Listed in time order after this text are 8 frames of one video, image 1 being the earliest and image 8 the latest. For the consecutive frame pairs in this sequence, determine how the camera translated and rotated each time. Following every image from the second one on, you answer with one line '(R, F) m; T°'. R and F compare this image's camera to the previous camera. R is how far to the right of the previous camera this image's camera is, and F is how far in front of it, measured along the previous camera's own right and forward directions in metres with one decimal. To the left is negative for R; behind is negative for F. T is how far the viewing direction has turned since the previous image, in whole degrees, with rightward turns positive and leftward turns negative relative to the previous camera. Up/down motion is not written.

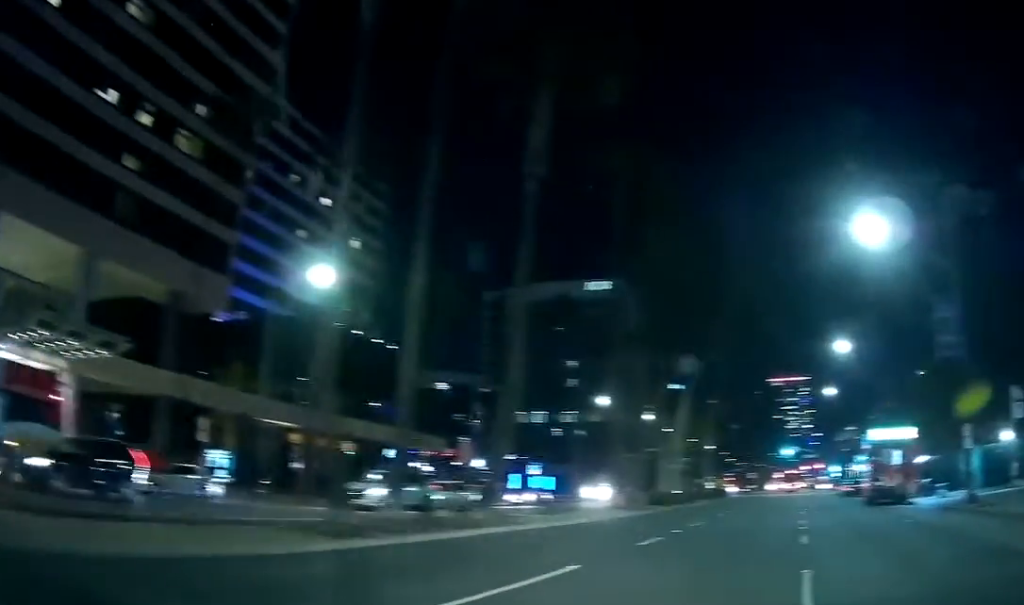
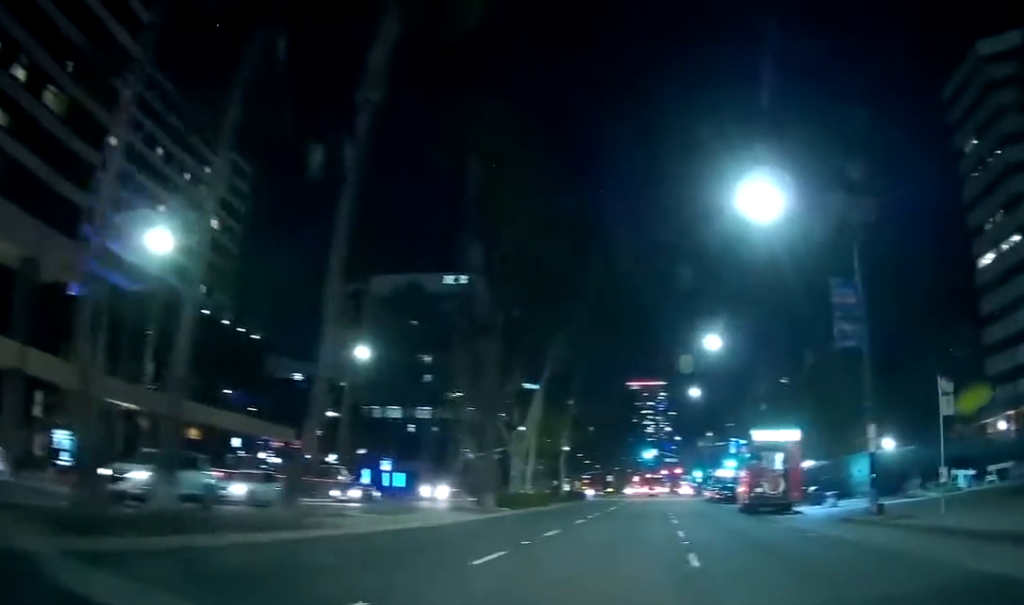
(+0.3, +3.9) m; +12°
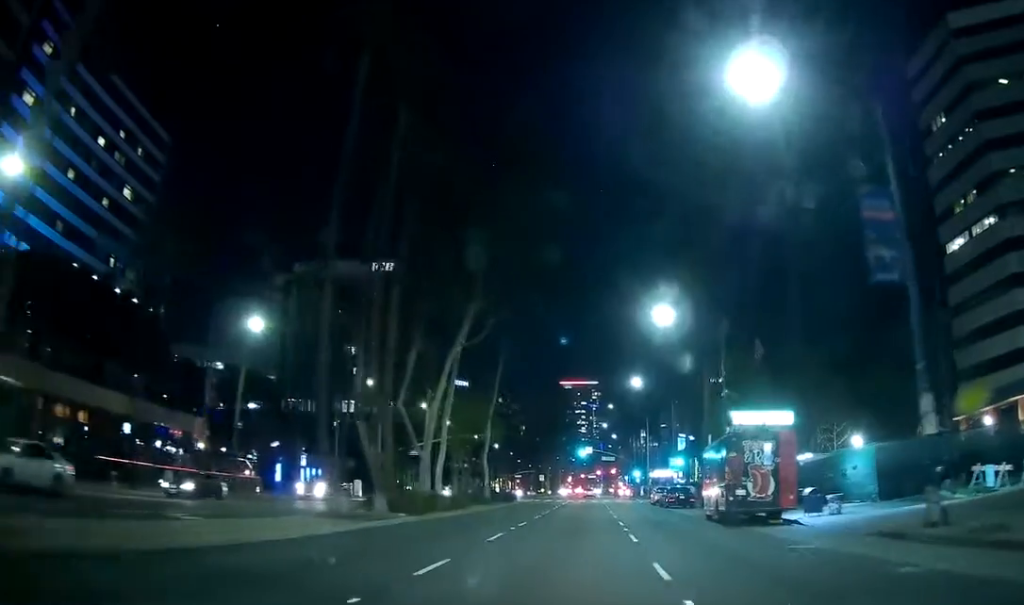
(+1.5, +8.9) m; +12°
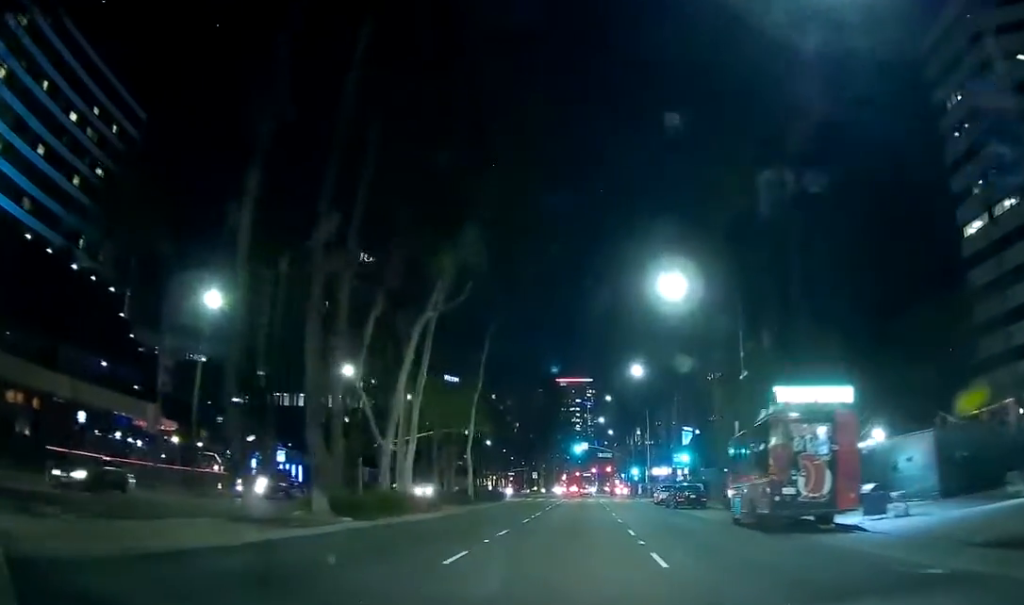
(+0.3, +6.3) m; 0°
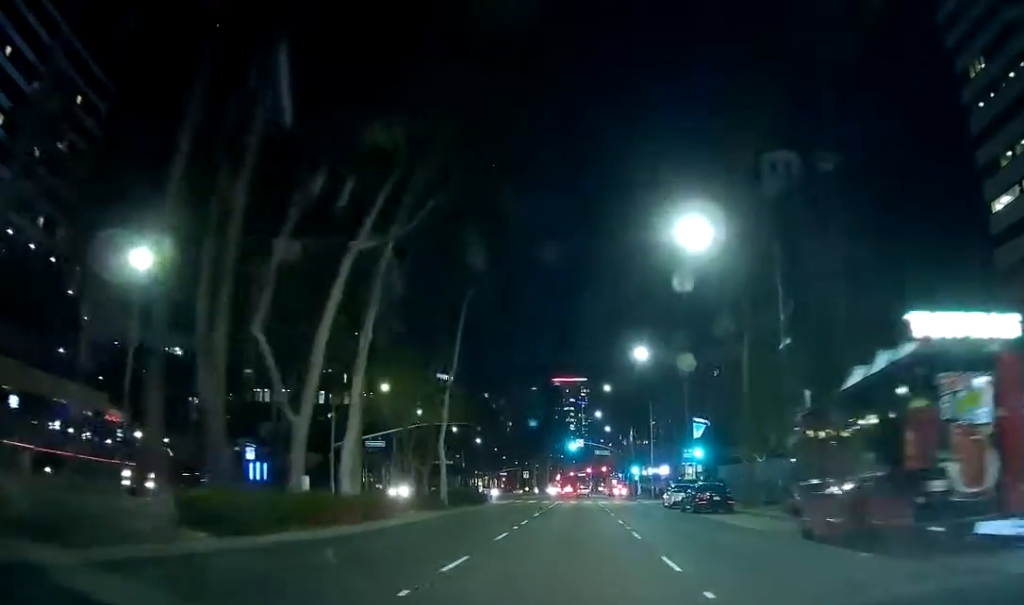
(0.0, +8.0) m; 0°
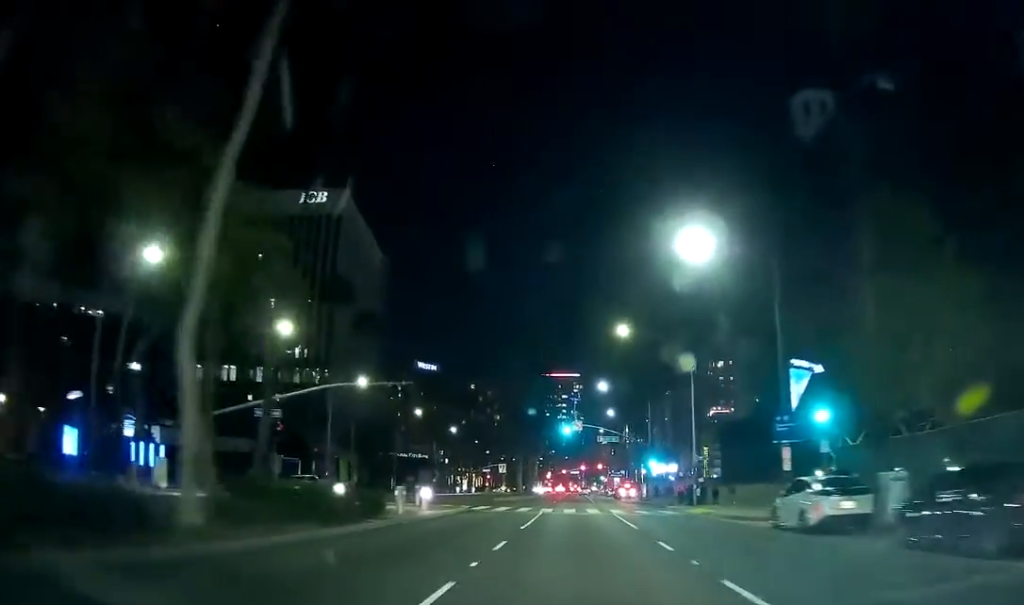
(-0.1, +25.3) m; +1°
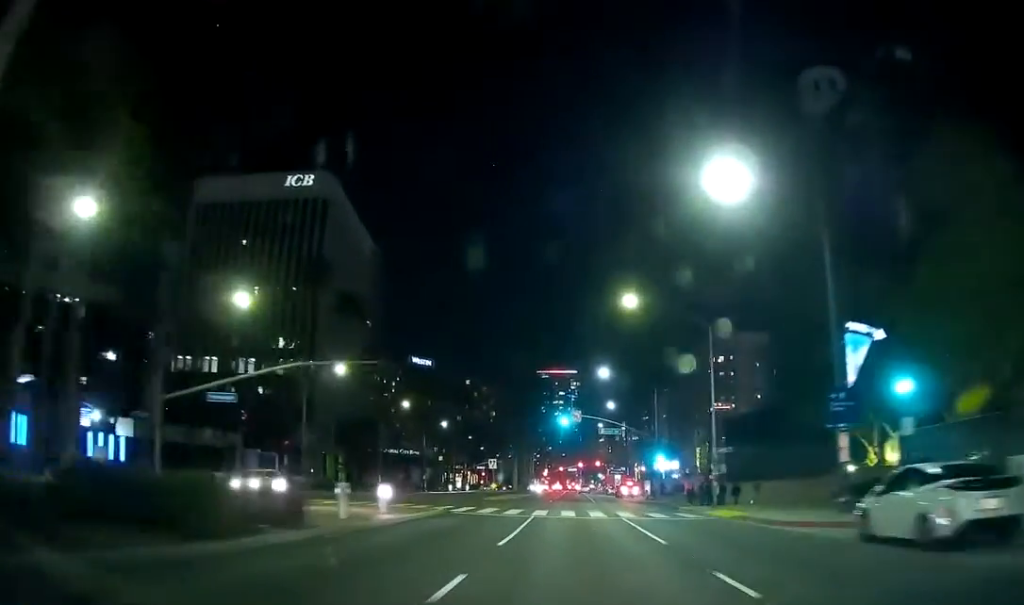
(0.0, +6.5) m; +1°
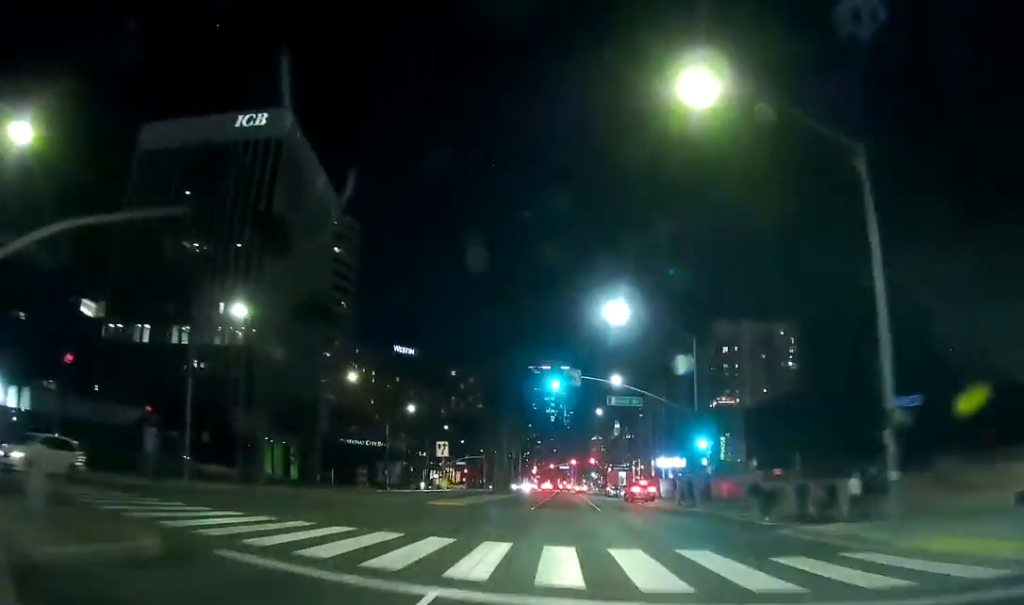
(+0.2, +22.2) m; 0°
